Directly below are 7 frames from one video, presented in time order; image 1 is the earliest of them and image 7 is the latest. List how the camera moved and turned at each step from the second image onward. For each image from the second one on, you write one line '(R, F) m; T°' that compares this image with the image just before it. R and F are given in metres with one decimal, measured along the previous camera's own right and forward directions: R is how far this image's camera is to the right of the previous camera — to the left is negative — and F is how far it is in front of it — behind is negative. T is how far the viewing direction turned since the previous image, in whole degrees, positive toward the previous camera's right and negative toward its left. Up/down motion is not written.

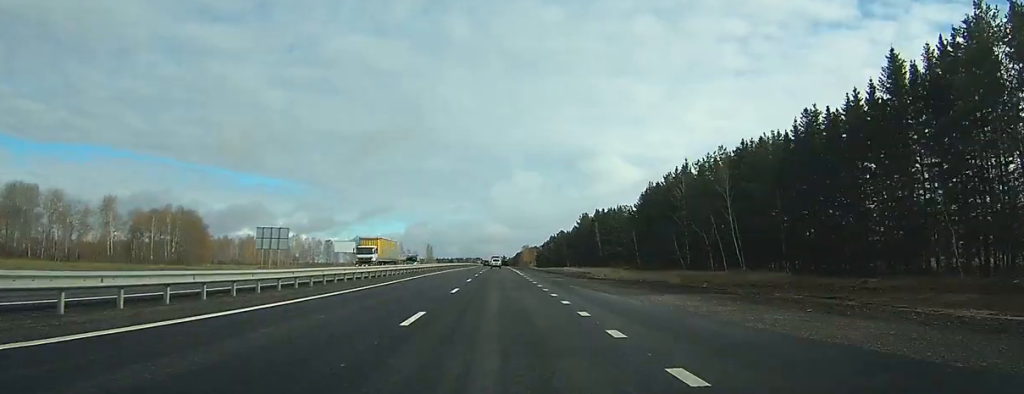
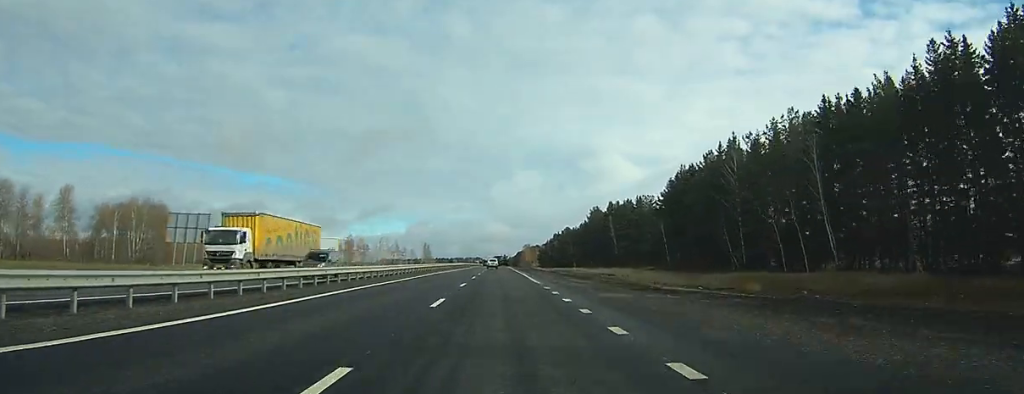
(0.0, +19.3) m; 0°
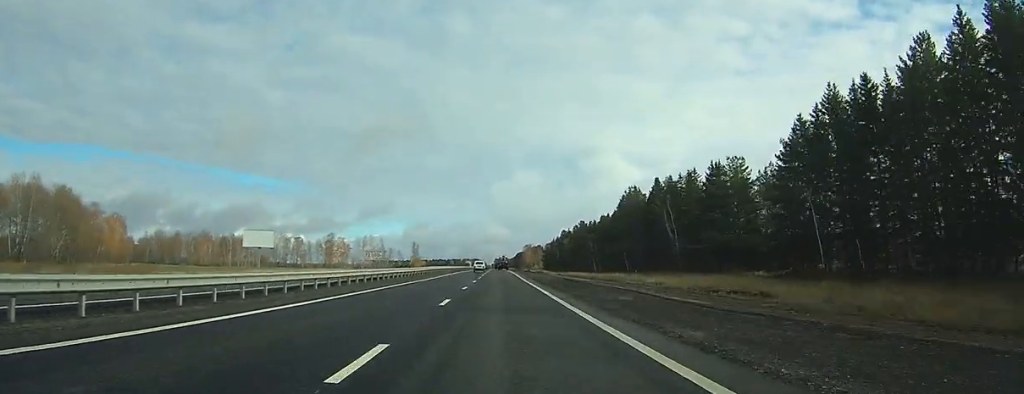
(-0.1, +44.1) m; 0°
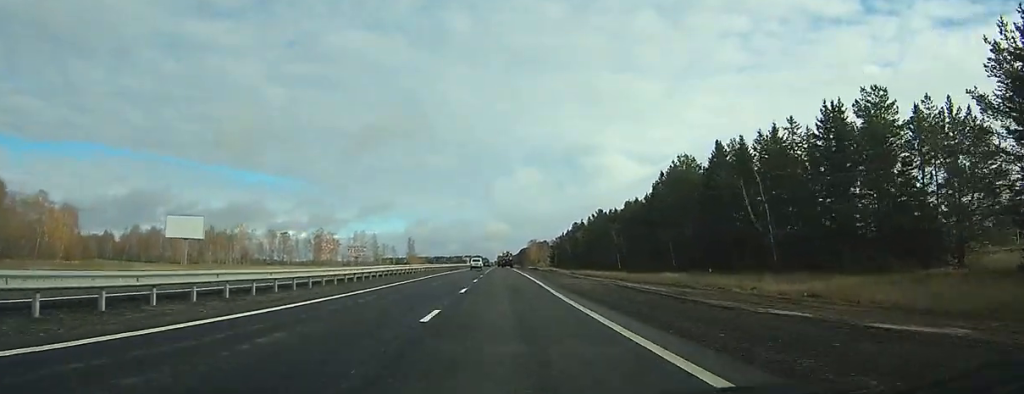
(-0.1, +28.1) m; 0°
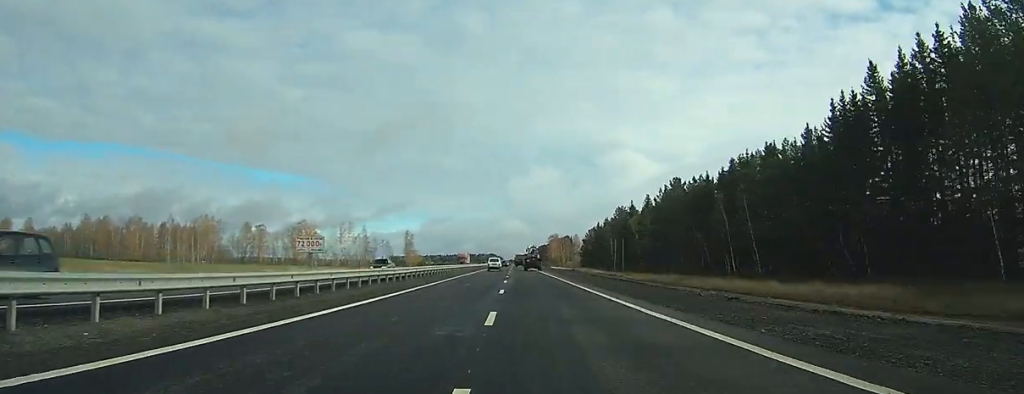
(-0.2, +58.3) m; 0°
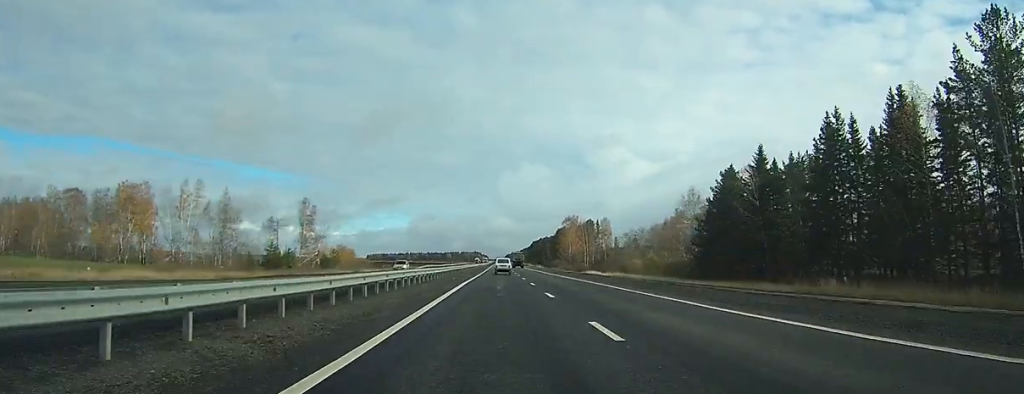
(+0.7, +135.6) m; +1°
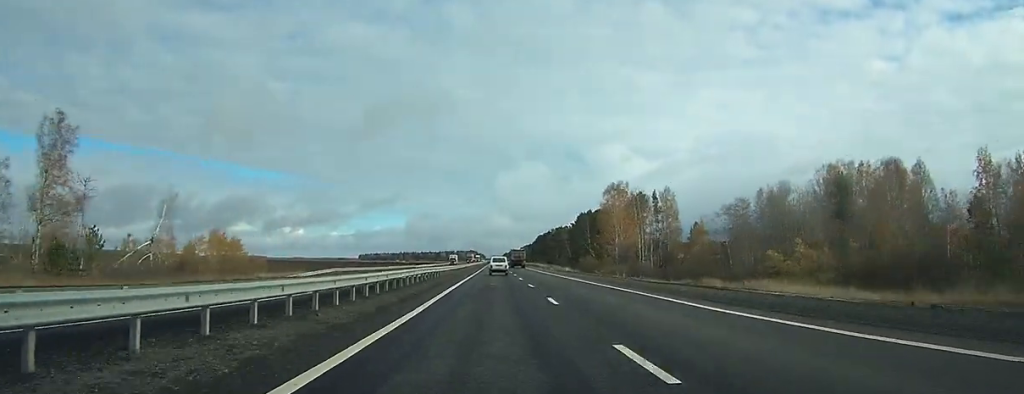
(+0.3, +84.4) m; 0°
